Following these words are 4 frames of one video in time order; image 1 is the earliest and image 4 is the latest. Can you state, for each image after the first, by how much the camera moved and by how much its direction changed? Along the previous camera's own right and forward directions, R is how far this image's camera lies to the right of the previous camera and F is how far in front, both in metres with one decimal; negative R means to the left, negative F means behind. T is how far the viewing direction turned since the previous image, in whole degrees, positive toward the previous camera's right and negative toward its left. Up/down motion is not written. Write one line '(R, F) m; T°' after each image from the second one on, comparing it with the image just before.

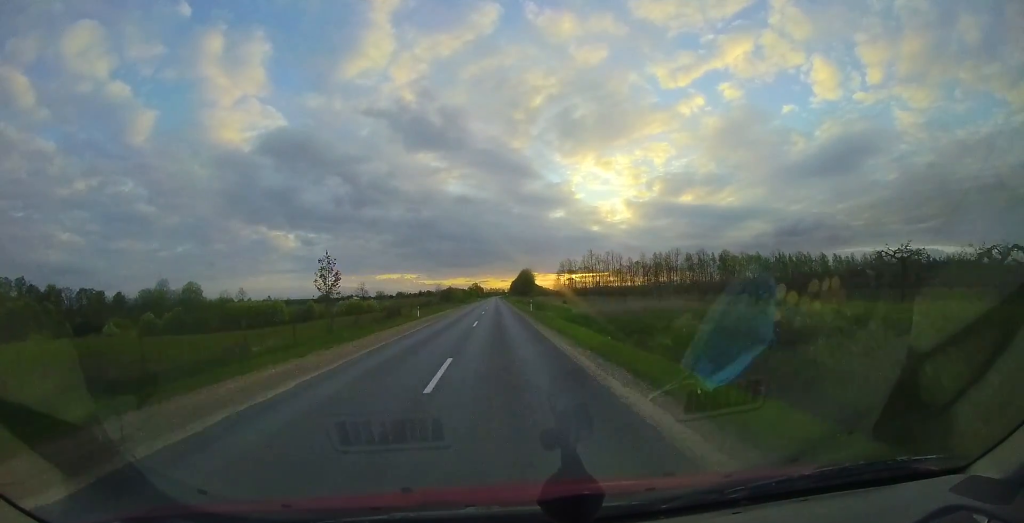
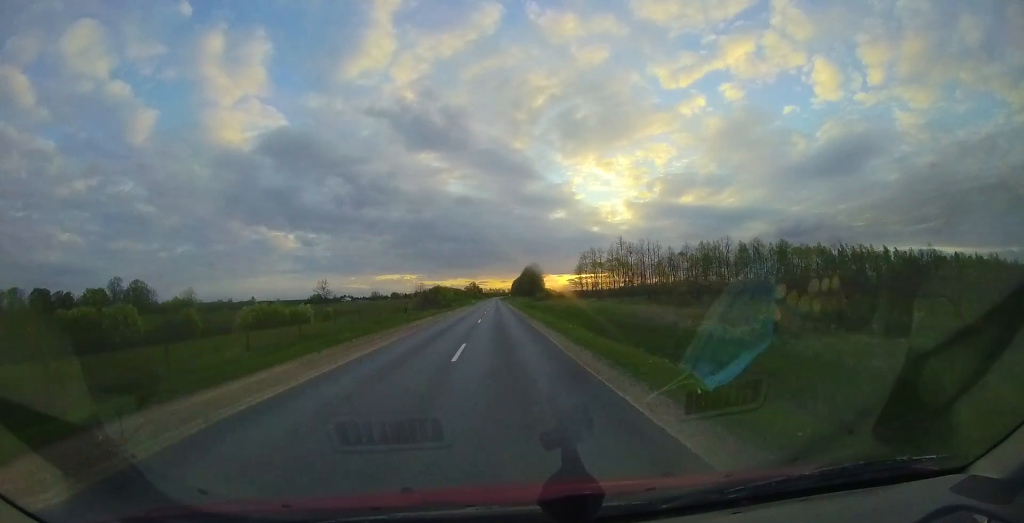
(+0.1, +33.2) m; 0°
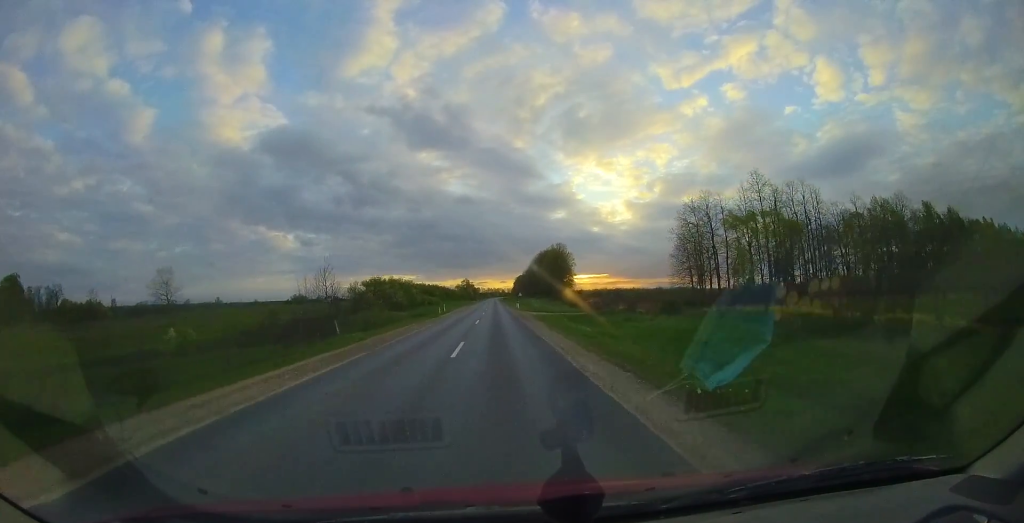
(-0.5, +58.6) m; 0°
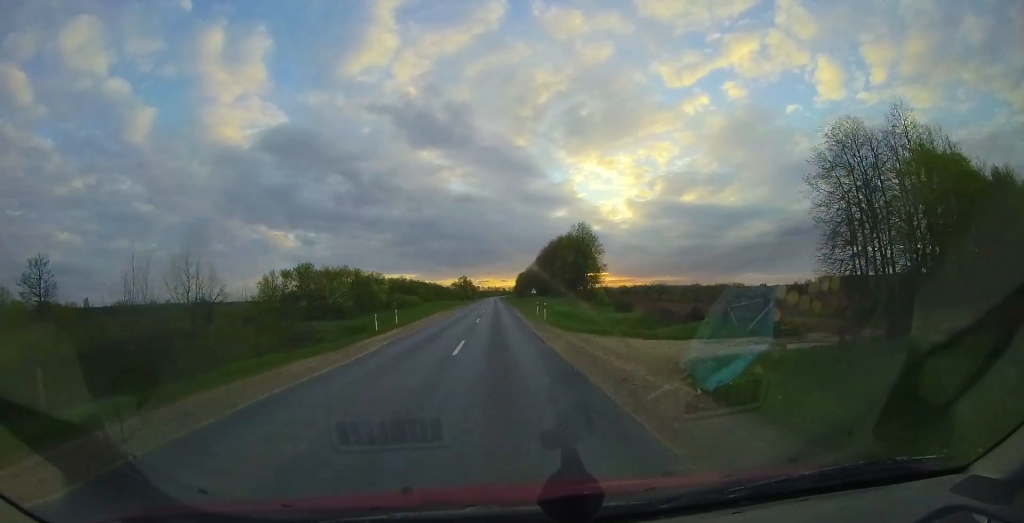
(+0.1, +23.5) m; 0°
